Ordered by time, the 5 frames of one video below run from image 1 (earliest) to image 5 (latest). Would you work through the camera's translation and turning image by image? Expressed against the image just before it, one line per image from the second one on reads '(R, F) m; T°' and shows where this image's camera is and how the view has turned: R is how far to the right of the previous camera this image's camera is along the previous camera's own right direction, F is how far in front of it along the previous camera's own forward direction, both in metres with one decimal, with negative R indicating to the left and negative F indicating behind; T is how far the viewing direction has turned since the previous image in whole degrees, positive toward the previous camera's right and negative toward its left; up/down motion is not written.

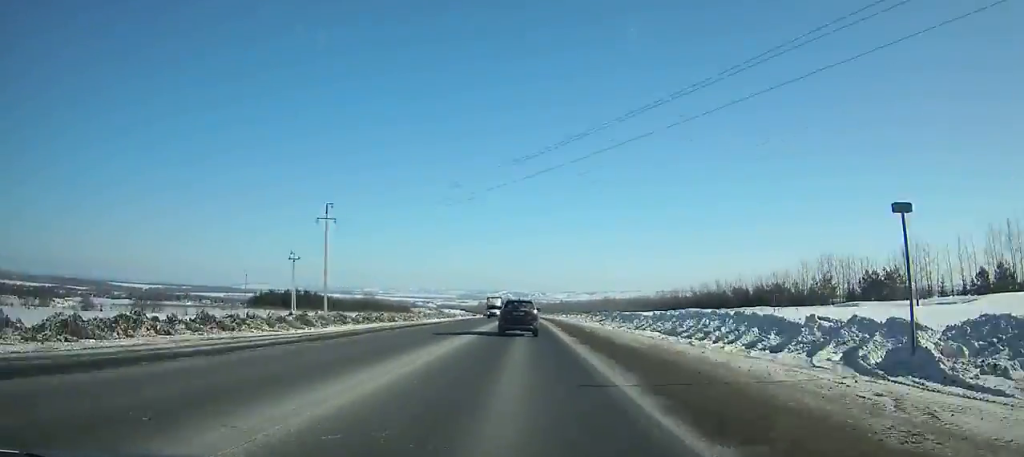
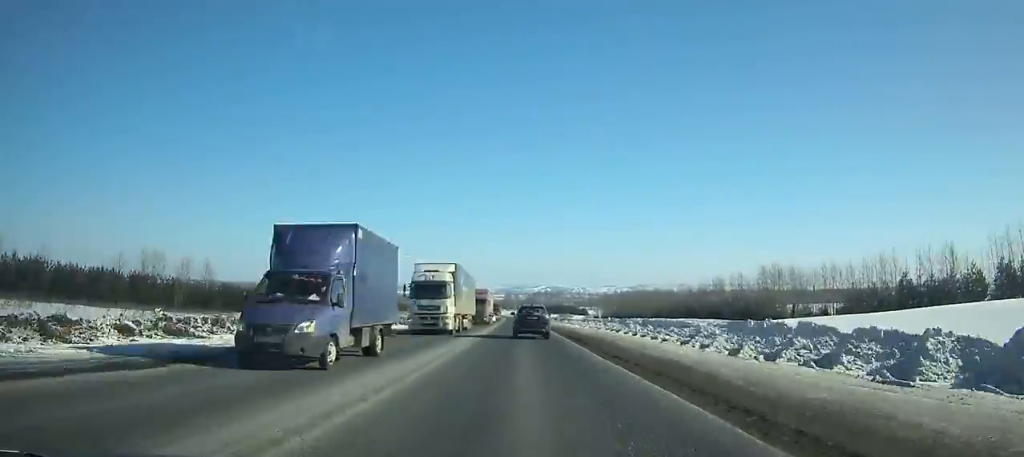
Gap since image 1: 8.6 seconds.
(-5.8, +215.2) m; -4°
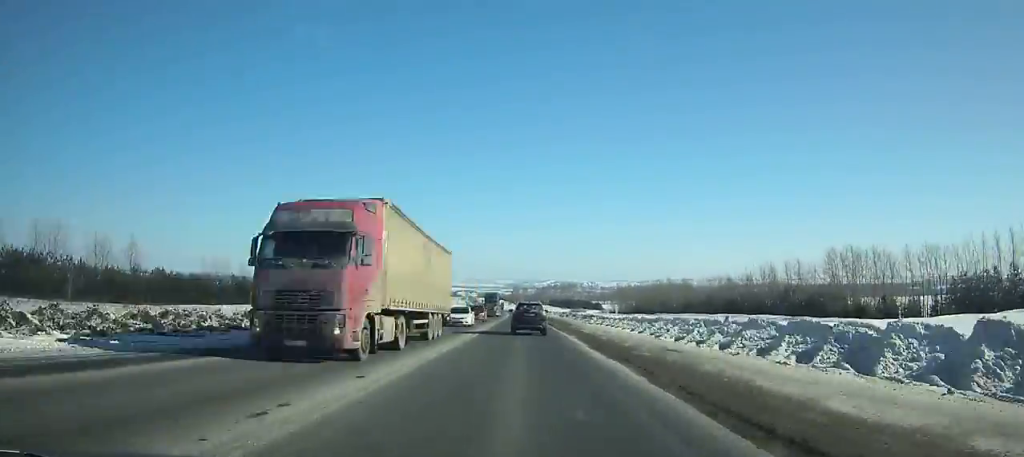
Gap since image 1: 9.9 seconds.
(-0.3, +33.1) m; -1°
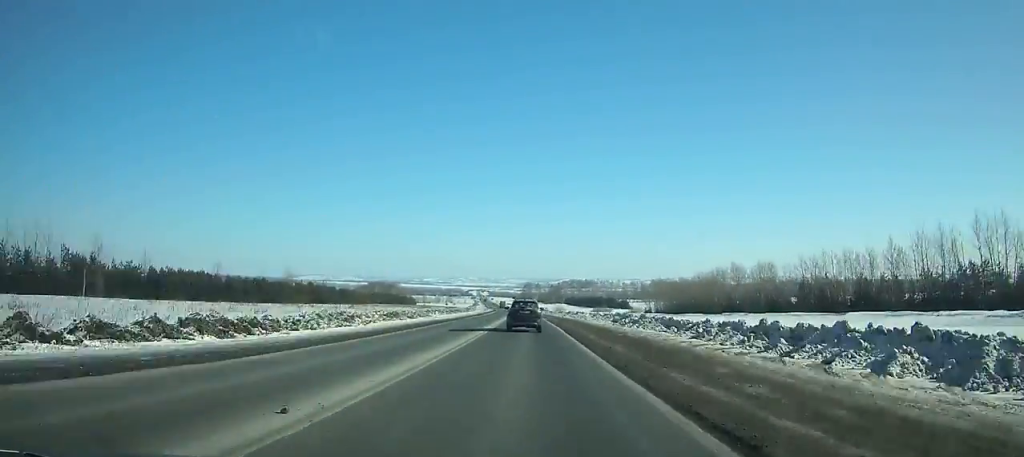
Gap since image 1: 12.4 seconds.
(-0.8, +64.0) m; -2°
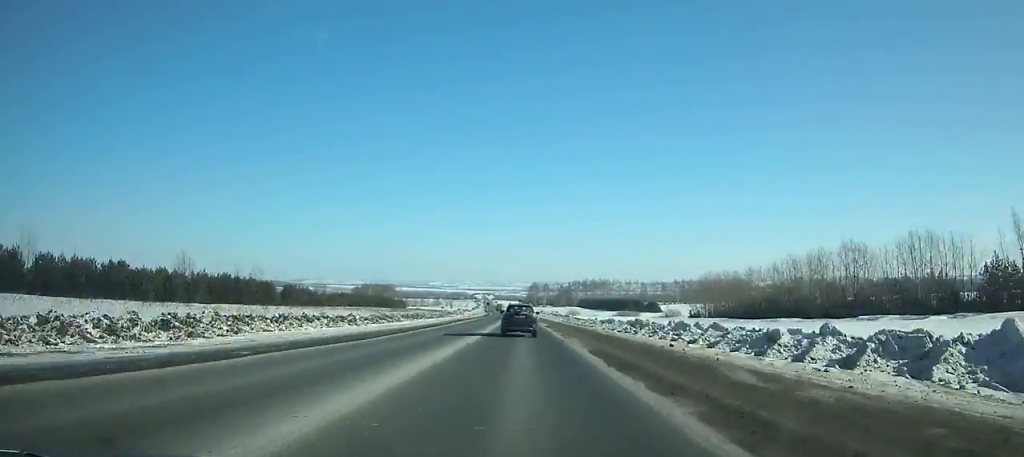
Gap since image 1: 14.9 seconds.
(-0.9, +64.7) m; -1°
